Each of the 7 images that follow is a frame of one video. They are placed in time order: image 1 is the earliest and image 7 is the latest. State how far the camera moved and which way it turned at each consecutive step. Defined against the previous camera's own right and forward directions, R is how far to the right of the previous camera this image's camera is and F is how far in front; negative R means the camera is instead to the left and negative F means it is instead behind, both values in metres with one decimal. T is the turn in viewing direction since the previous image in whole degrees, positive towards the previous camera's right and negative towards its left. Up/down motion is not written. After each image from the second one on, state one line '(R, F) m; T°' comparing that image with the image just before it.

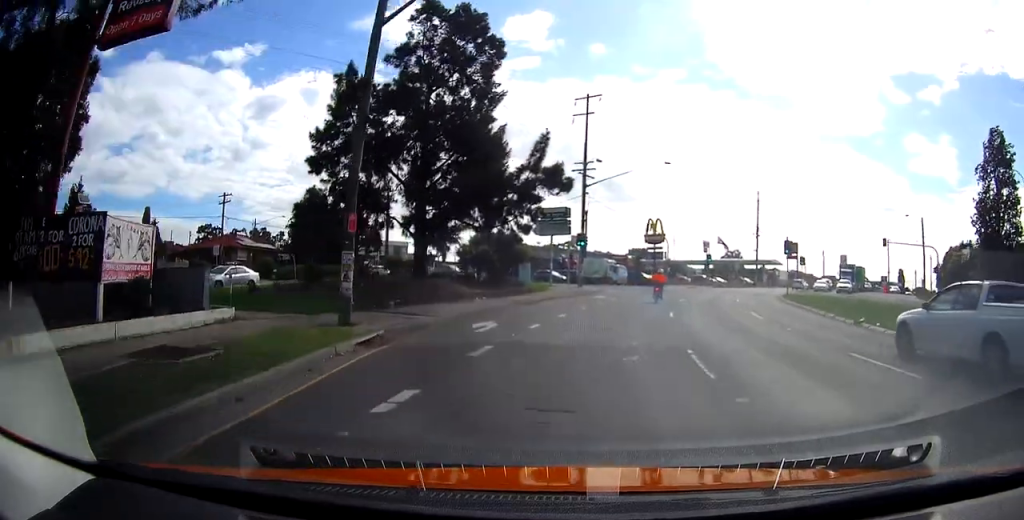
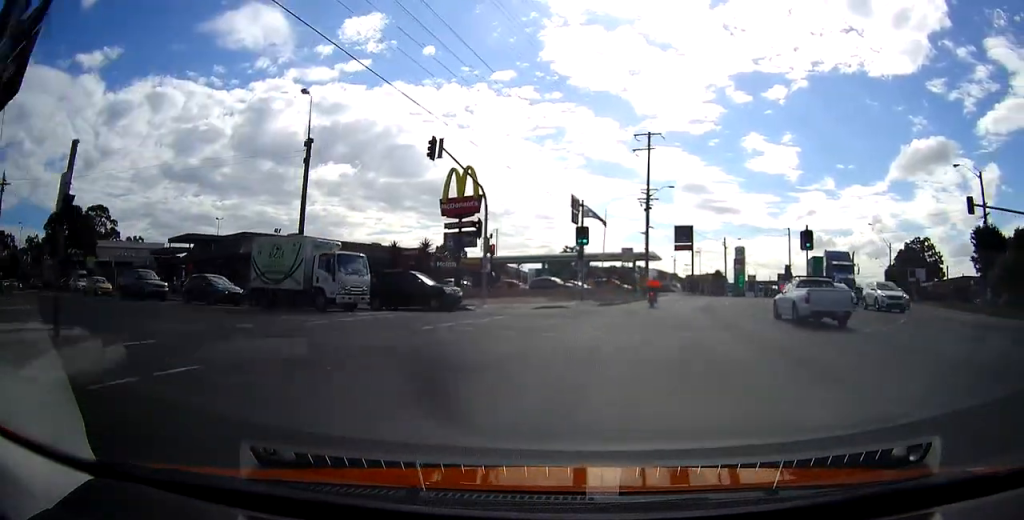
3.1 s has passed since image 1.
(+6.3, +41.5) m; +18°
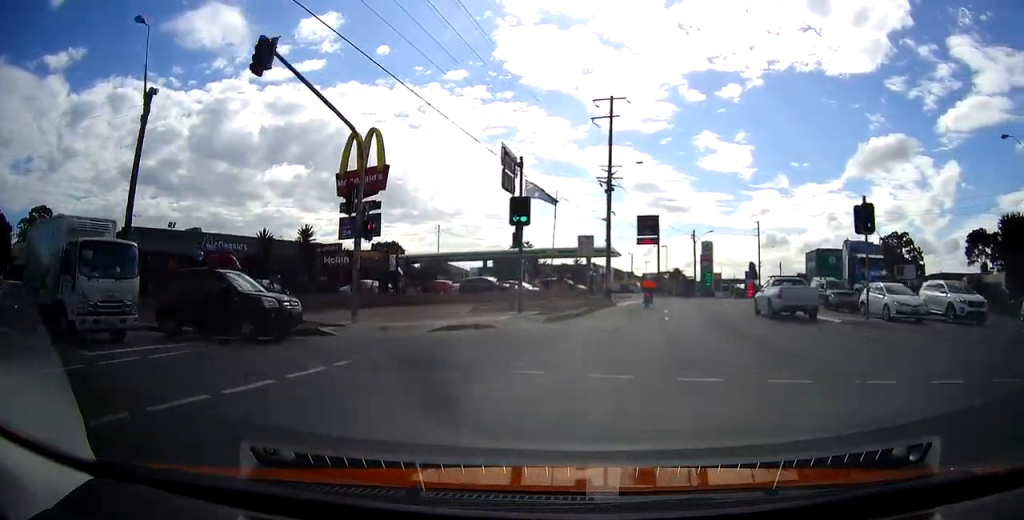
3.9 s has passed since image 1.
(+0.4, +11.3) m; +5°
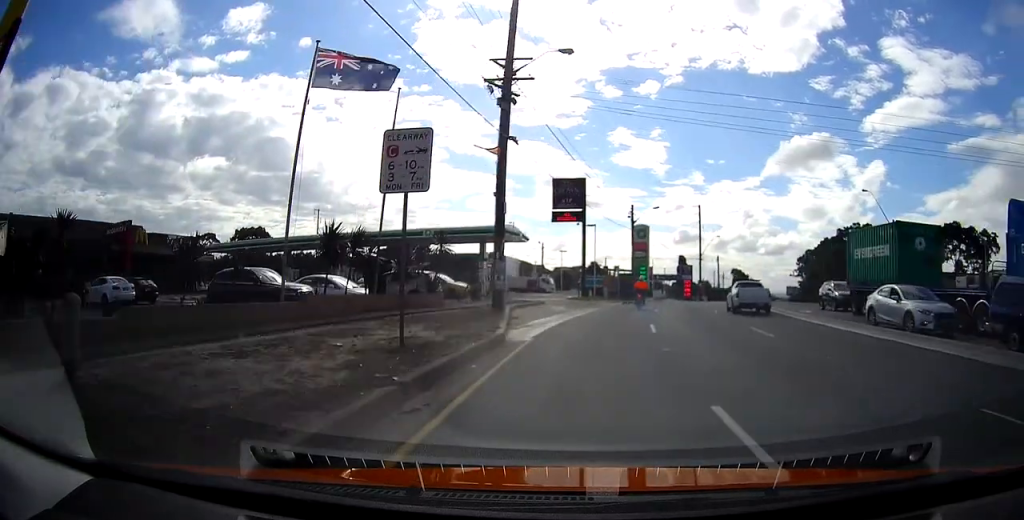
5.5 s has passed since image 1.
(+1.6, +21.6) m; +8°
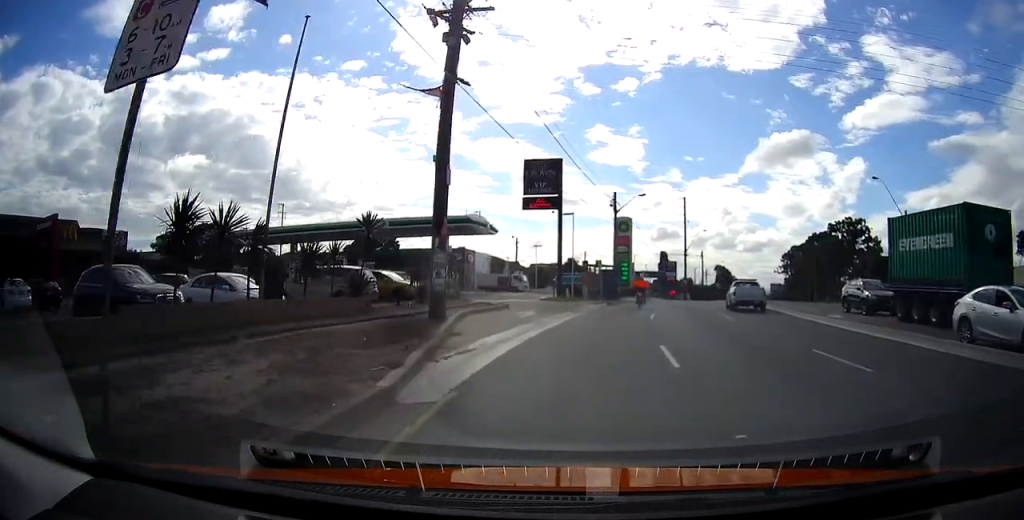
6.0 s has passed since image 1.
(0.0, +6.3) m; +2°
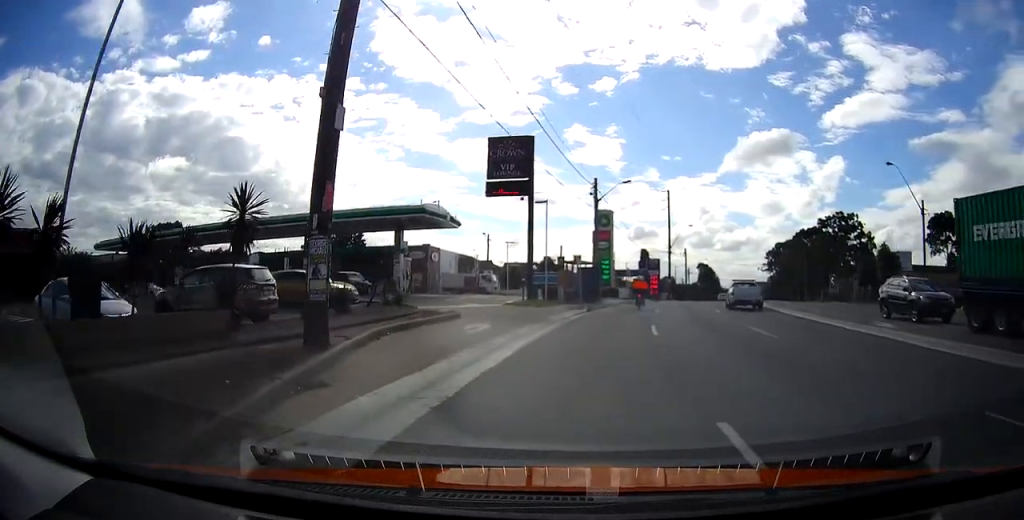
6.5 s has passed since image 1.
(+0.3, +6.3) m; +3°
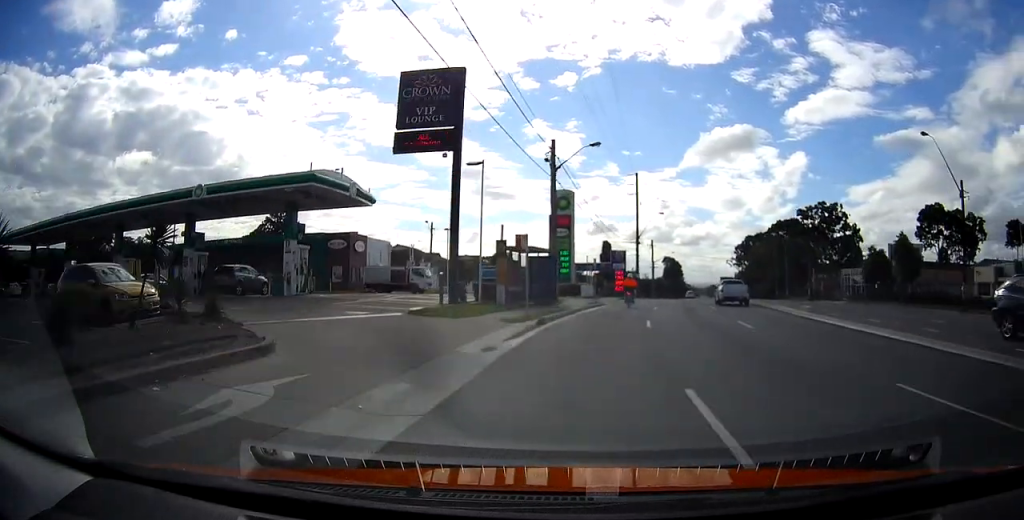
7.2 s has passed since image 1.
(+0.4, +10.3) m; +3°
